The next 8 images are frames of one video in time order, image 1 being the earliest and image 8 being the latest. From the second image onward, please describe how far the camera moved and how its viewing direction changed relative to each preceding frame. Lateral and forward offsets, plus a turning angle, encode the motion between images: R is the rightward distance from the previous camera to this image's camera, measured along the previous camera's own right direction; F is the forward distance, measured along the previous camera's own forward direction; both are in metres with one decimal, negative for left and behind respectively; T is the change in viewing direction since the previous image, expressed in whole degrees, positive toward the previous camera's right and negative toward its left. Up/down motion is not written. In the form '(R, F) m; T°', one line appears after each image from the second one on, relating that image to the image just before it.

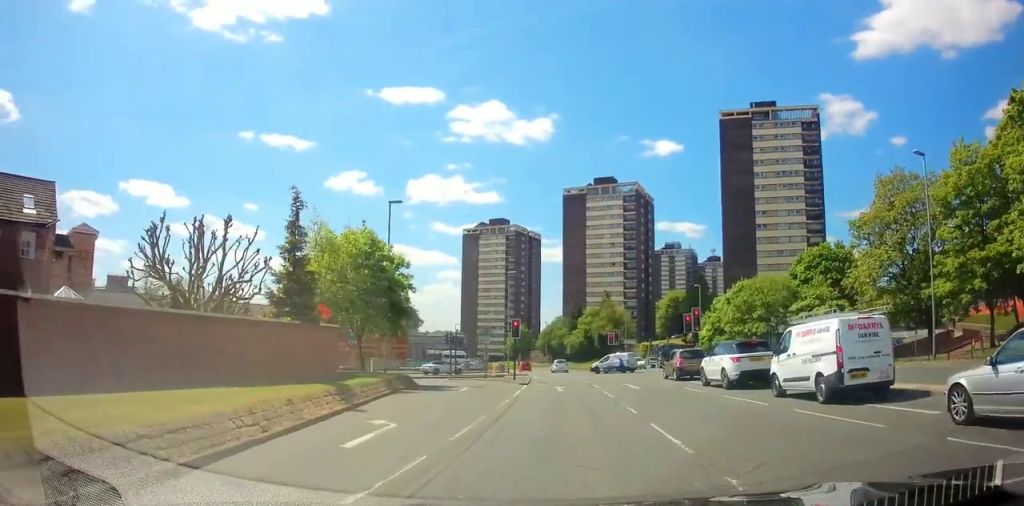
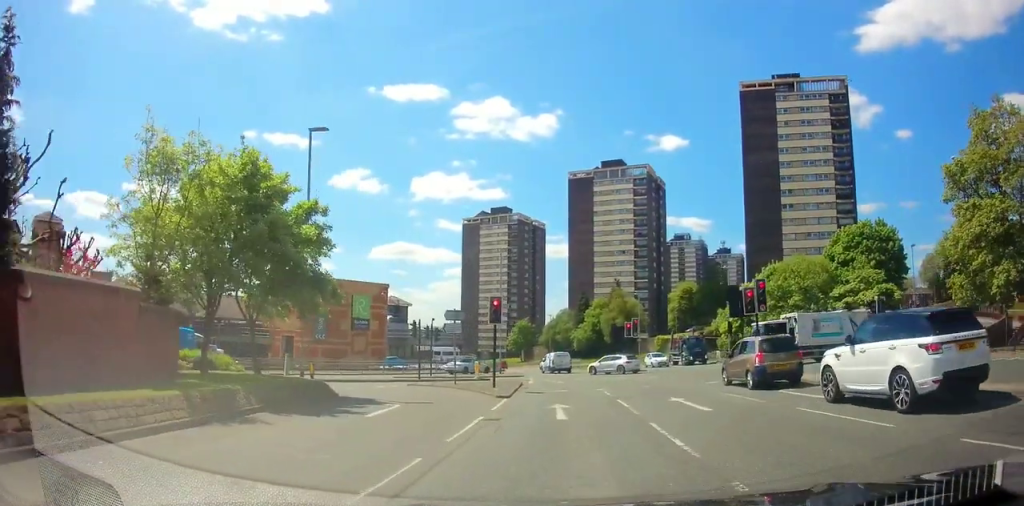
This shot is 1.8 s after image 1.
(+0.3, +11.4) m; +1°
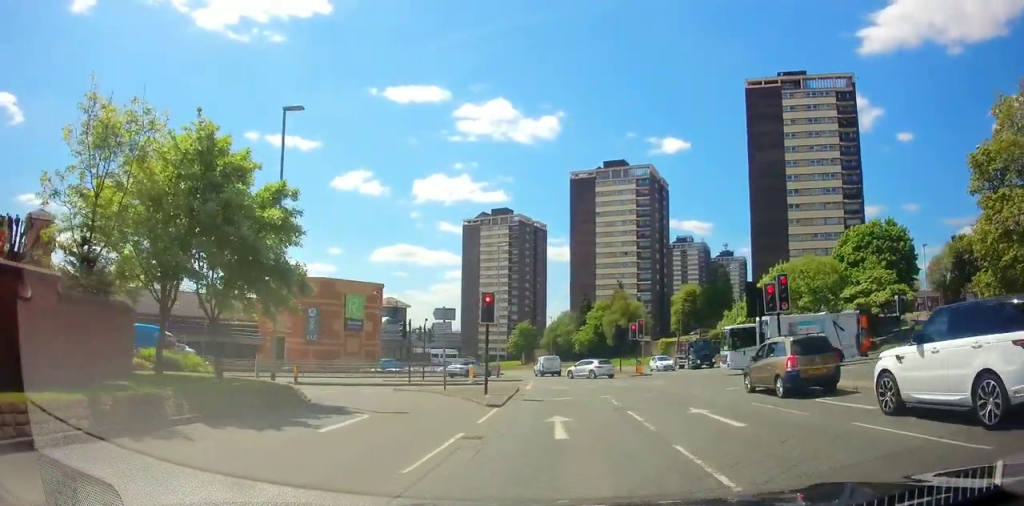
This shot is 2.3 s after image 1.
(0.0, +2.5) m; 0°
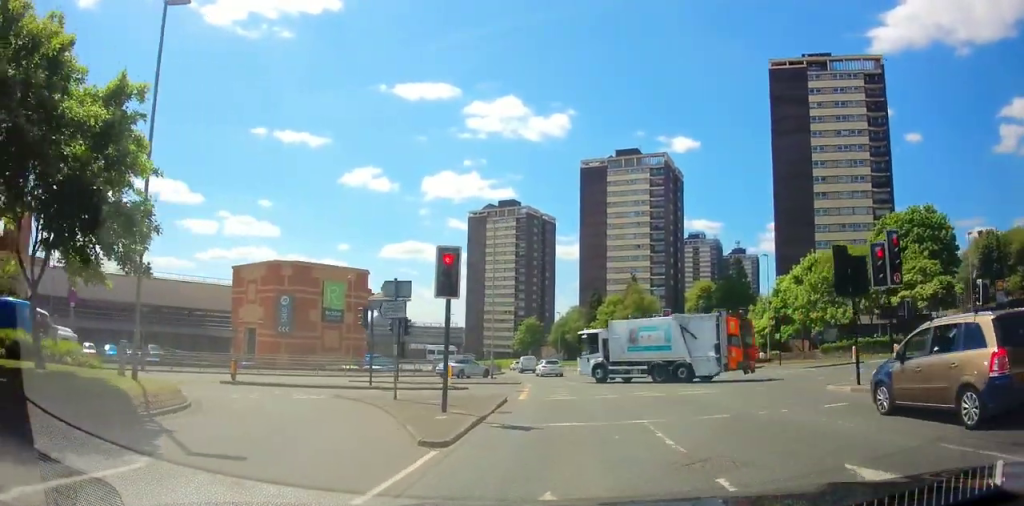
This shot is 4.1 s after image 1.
(+0.4, +8.2) m; -1°
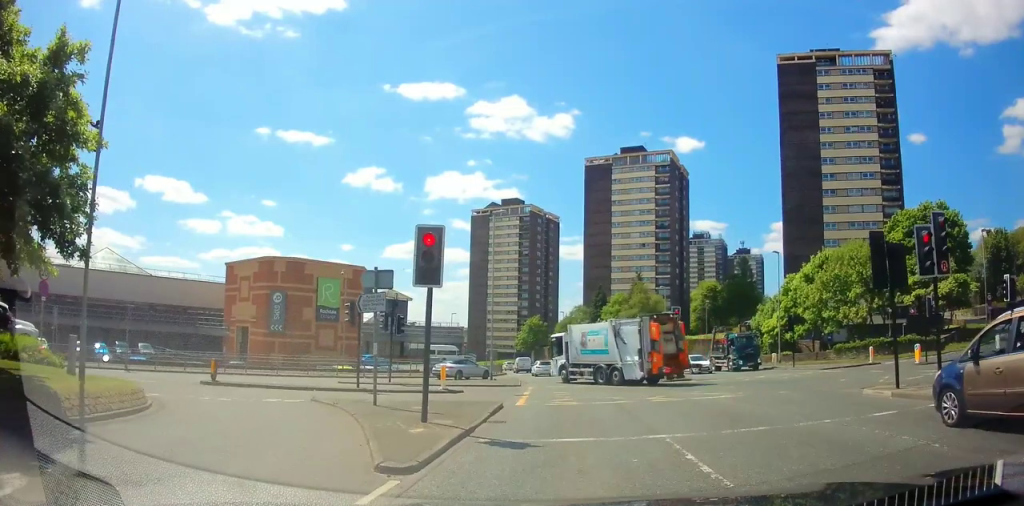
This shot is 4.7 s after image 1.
(-0.2, +2.1) m; -4°
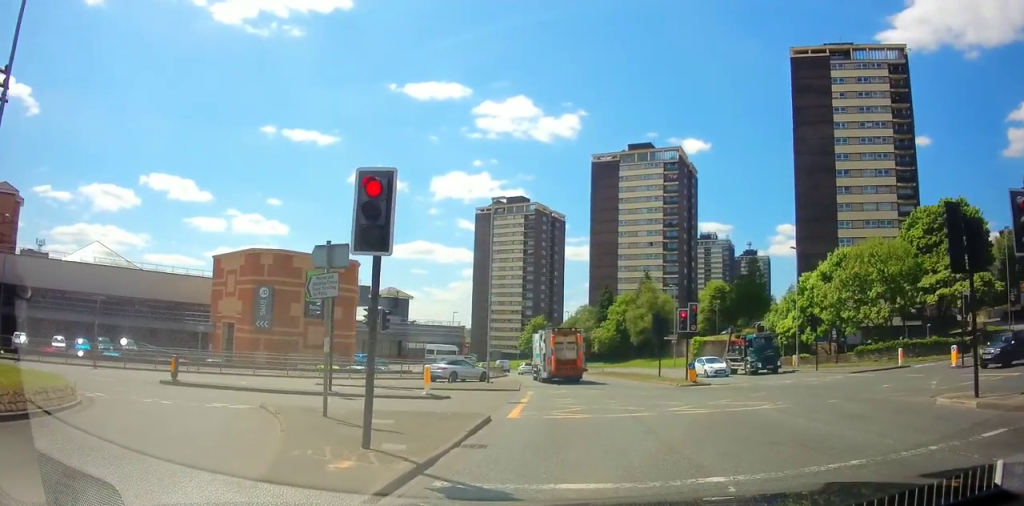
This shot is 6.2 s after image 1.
(-0.2, +3.6) m; -3°
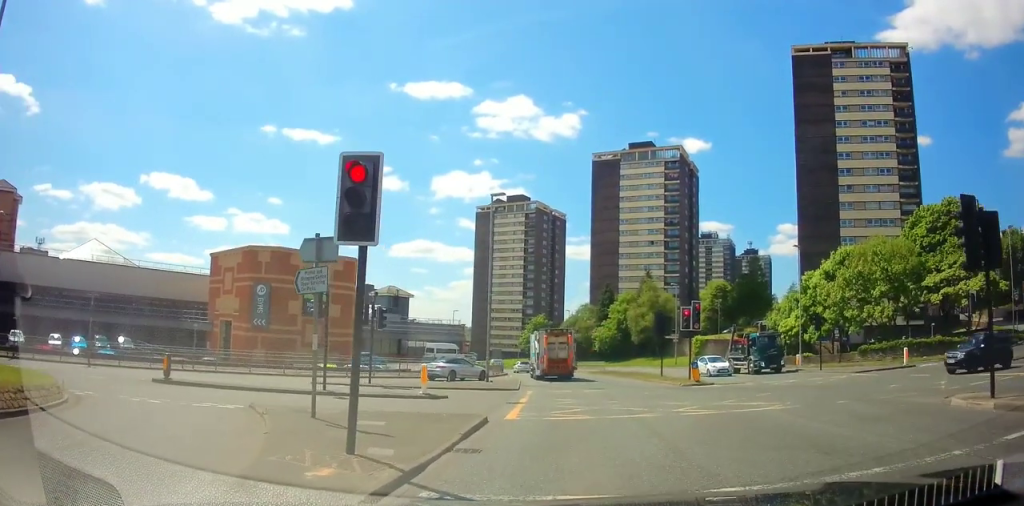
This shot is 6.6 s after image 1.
(0.0, +0.6) m; 0°
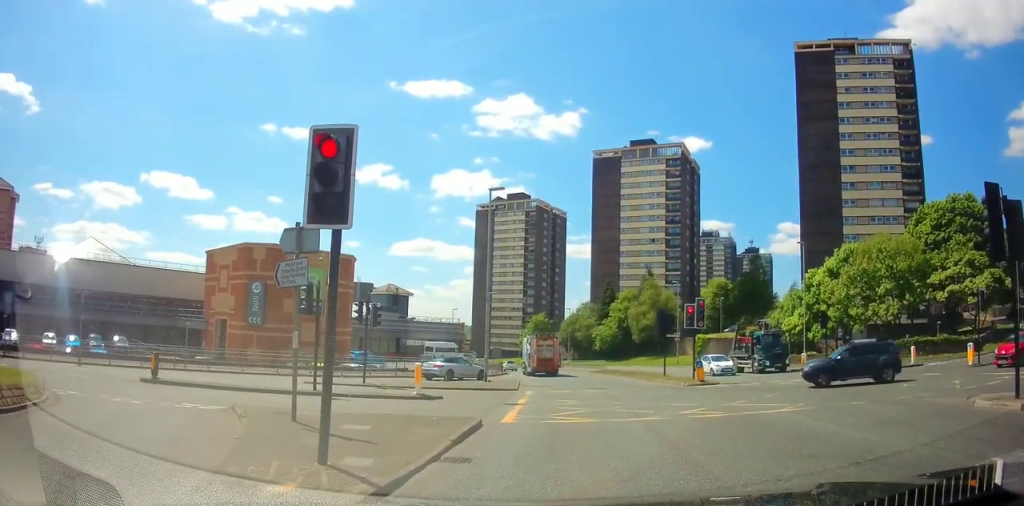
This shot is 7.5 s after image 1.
(+0.1, +0.9) m; 0°
